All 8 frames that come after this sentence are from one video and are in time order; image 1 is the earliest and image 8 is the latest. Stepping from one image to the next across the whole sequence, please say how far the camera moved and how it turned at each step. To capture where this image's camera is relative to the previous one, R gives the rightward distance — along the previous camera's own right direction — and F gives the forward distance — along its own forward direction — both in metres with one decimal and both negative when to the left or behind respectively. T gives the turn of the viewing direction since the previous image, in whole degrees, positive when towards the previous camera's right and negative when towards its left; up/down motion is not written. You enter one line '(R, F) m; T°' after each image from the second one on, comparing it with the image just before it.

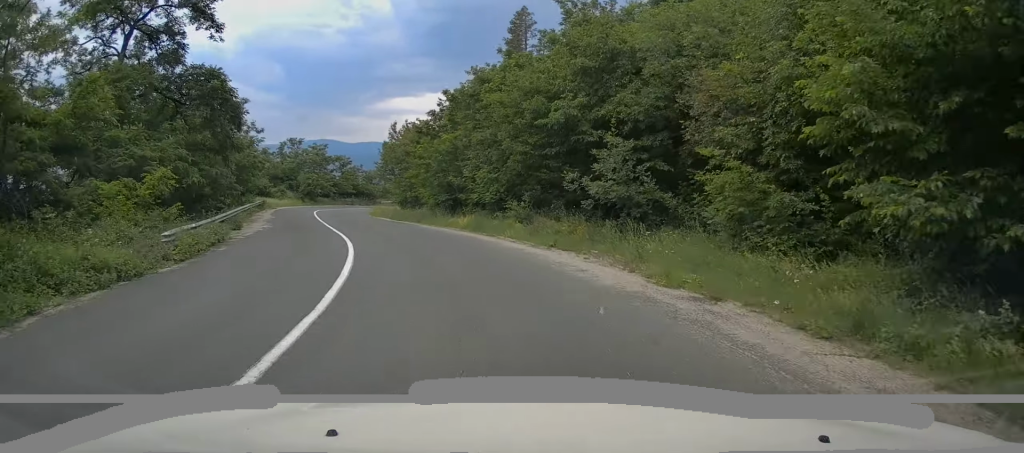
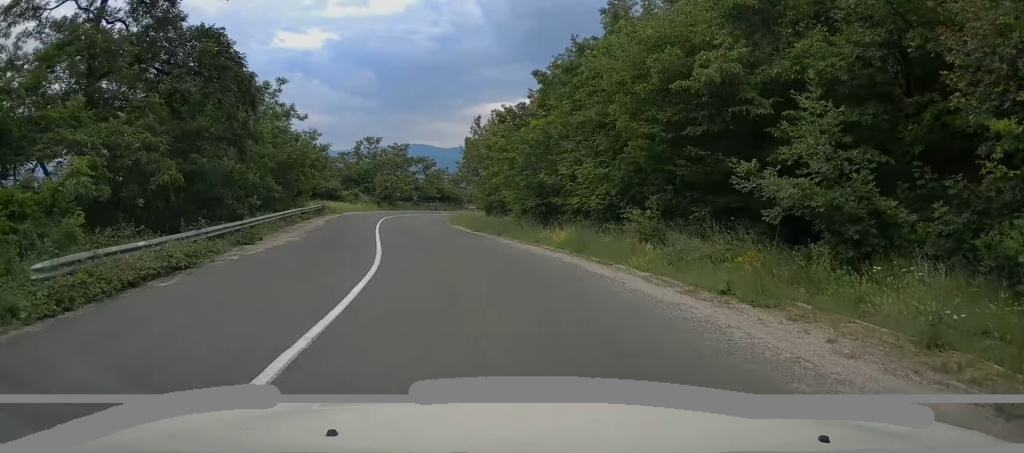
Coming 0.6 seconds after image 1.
(-0.3, +6.5) m; -6°
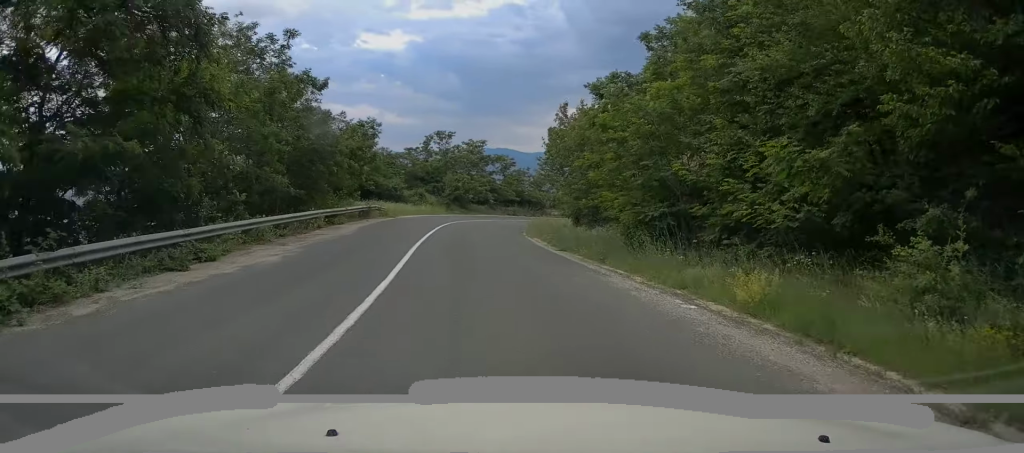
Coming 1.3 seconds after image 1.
(-0.4, +7.6) m; -7°
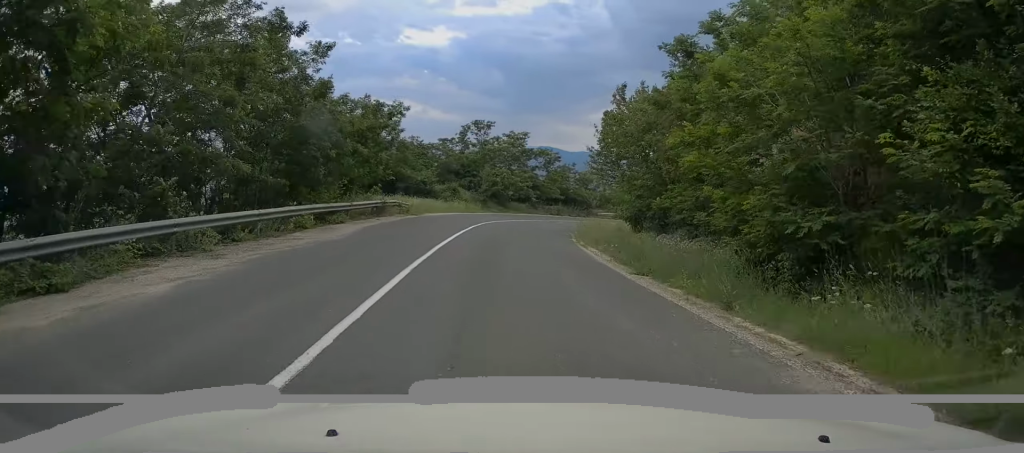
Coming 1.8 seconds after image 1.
(-0.3, +5.5) m; -3°
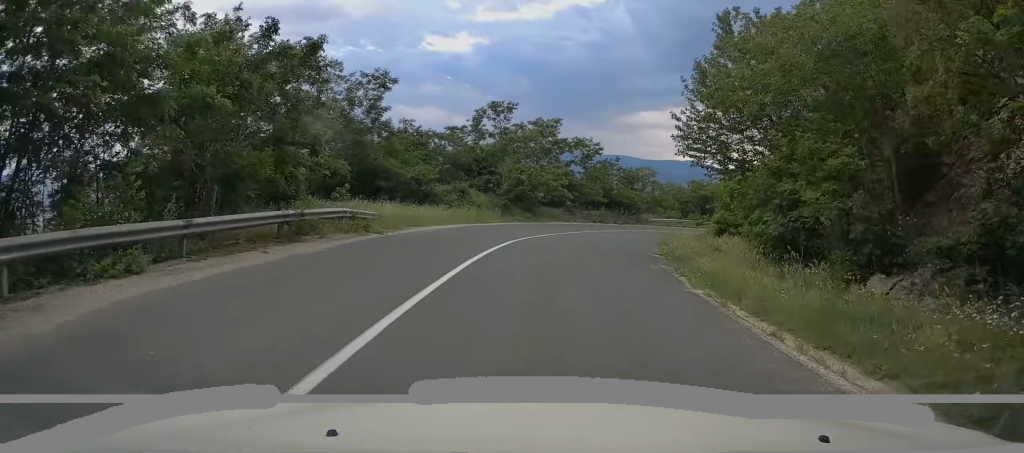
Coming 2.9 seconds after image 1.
(-0.7, +12.9) m; -3°
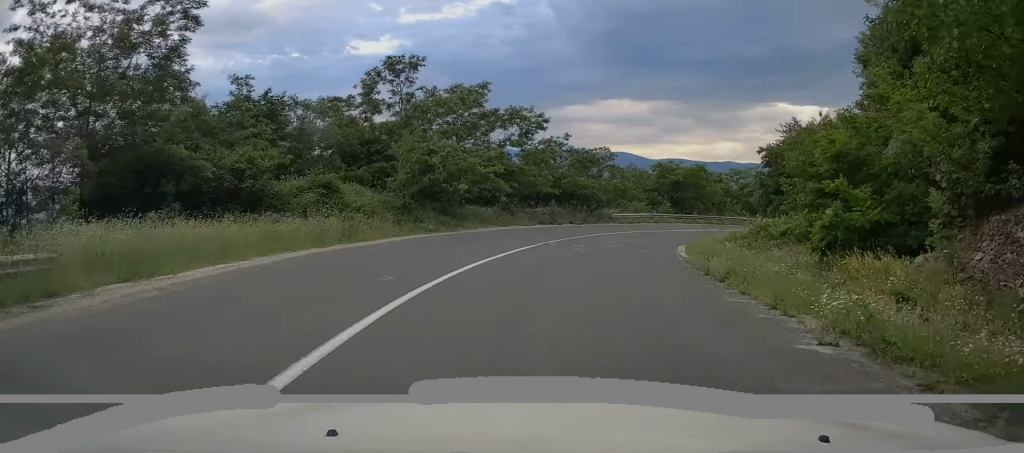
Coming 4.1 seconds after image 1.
(+0.2, +14.0) m; +6°
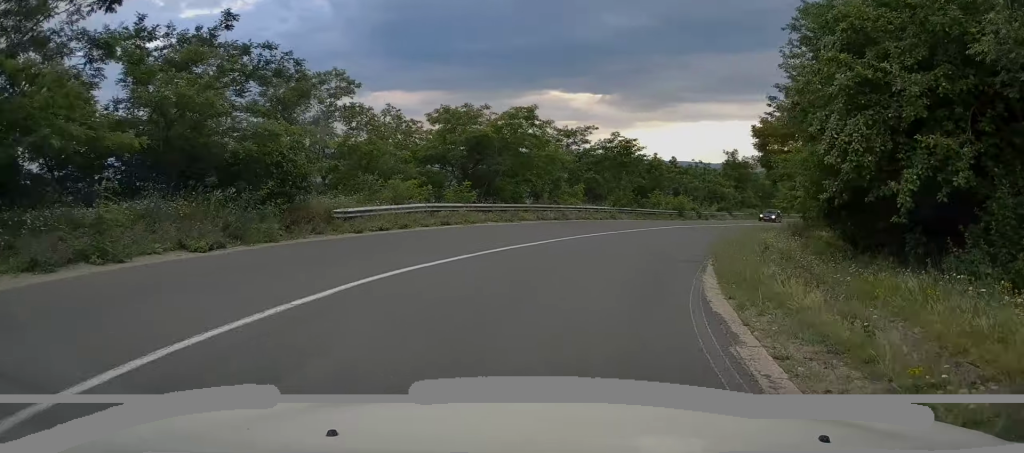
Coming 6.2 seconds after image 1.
(+3.9, +23.9) m; +19°
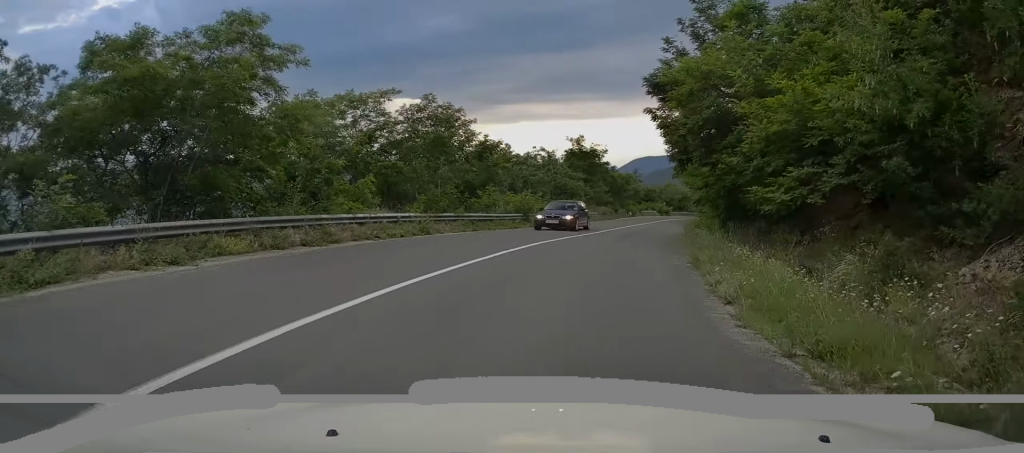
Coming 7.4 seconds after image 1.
(+1.2, +13.2) m; +16°
